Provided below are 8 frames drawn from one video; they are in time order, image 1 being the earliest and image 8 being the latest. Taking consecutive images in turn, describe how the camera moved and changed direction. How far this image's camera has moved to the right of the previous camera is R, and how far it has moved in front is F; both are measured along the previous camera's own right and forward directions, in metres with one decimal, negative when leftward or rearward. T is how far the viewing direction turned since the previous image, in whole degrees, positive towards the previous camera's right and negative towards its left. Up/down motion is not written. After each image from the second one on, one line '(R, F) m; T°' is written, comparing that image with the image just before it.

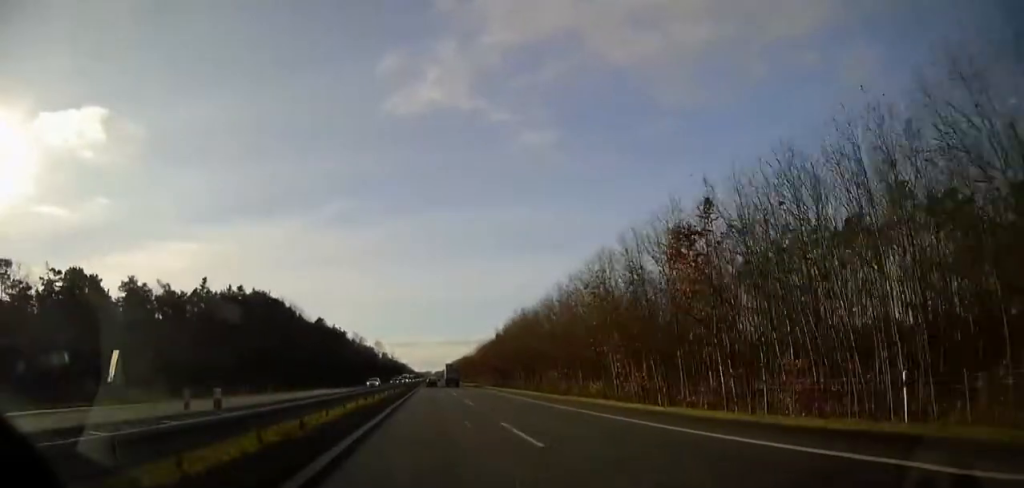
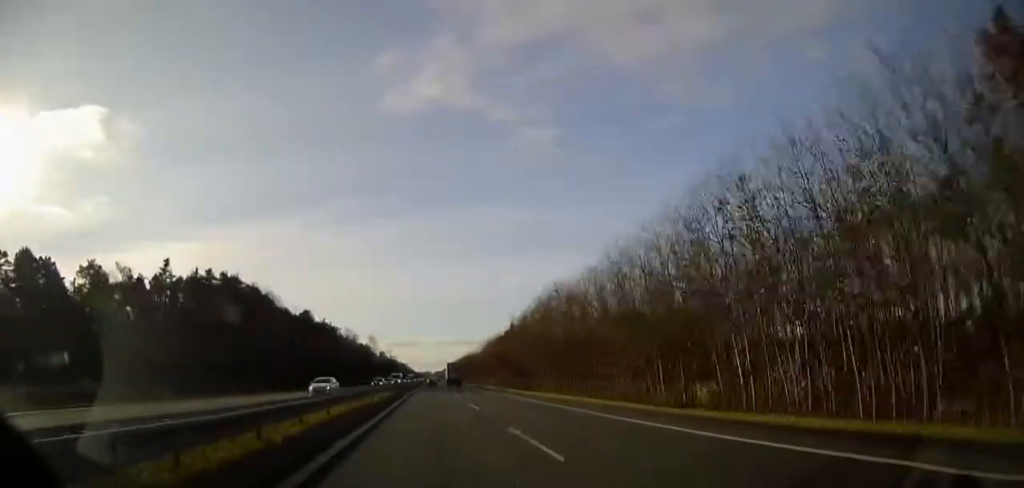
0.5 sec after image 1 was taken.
(-0.1, +19.8) m; 0°
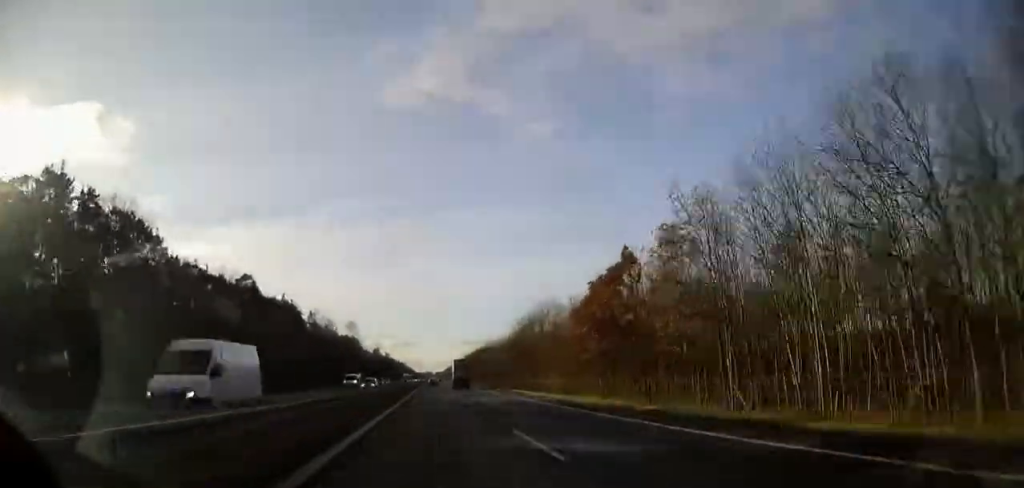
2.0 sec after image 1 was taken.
(-0.2, +53.3) m; 0°
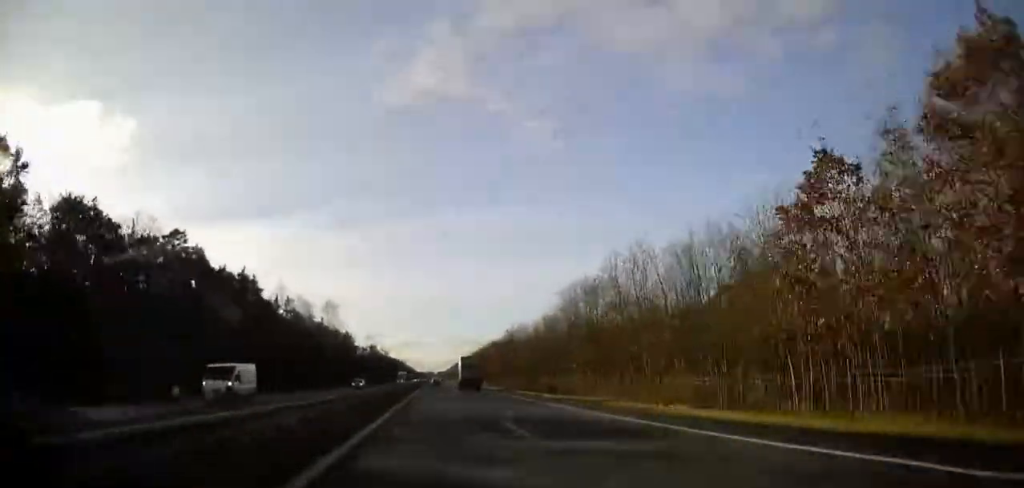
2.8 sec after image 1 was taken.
(-0.1, +31.0) m; 0°
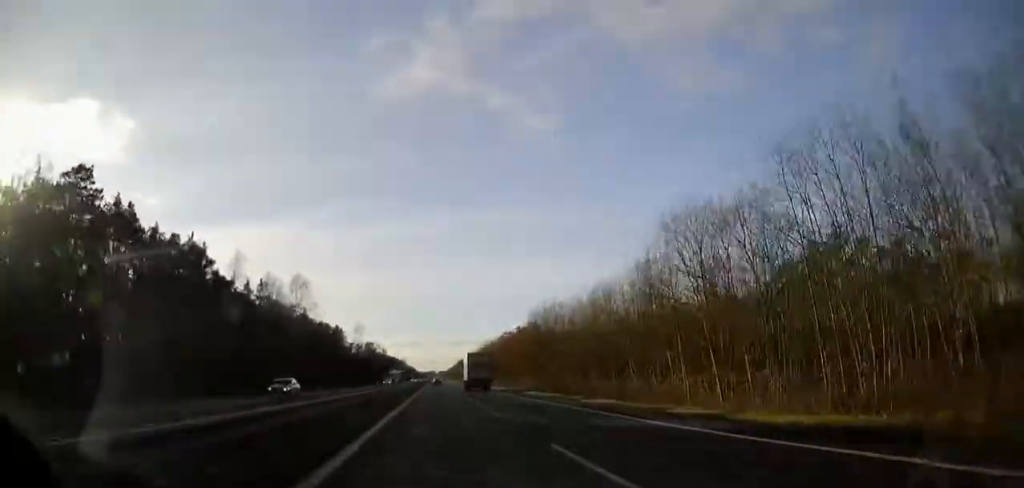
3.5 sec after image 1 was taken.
(0.0, +24.8) m; 0°
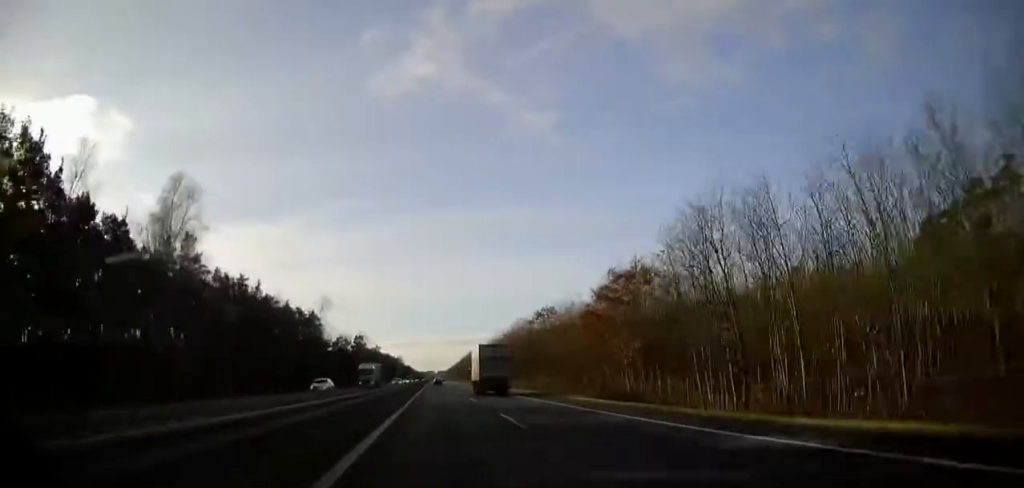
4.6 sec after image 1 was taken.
(0.0, +40.9) m; 0°
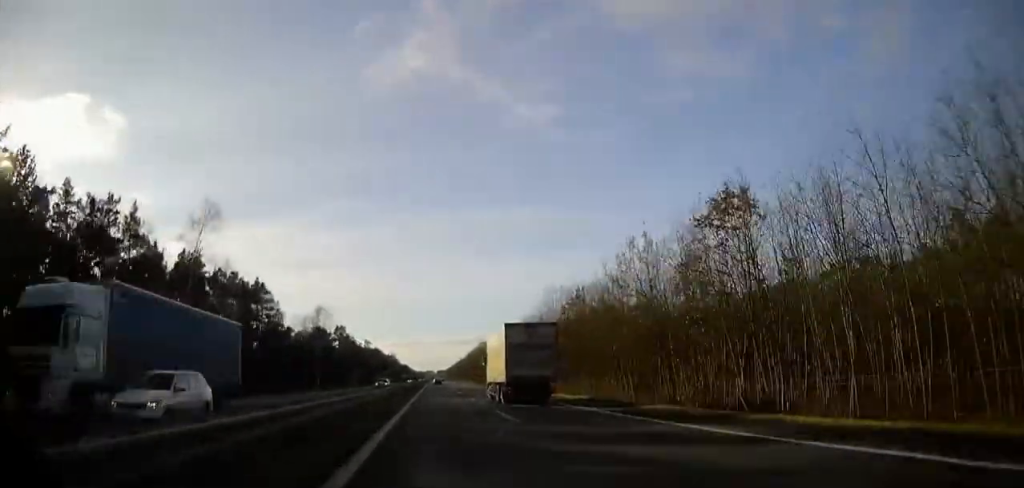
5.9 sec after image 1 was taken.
(0.0, +50.9) m; 0°
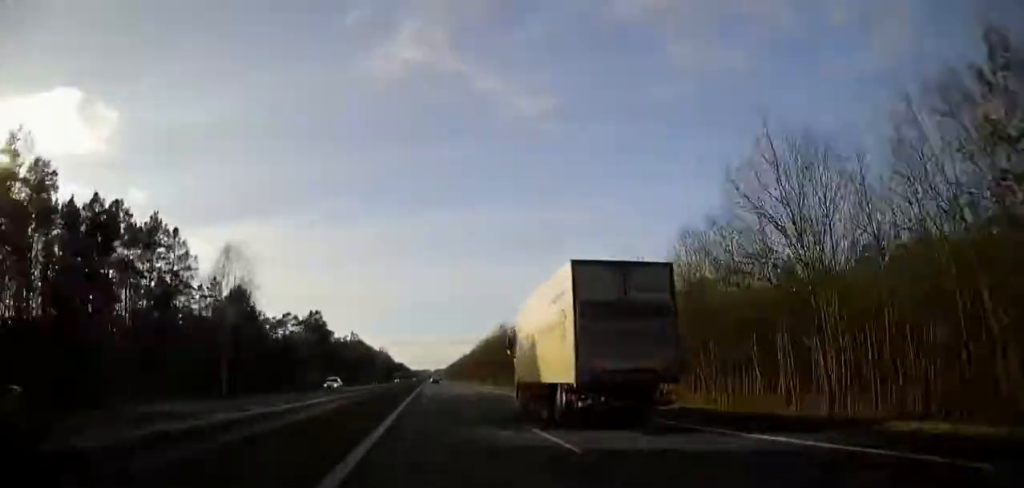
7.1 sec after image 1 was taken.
(+0.2, +43.4) m; +1°
